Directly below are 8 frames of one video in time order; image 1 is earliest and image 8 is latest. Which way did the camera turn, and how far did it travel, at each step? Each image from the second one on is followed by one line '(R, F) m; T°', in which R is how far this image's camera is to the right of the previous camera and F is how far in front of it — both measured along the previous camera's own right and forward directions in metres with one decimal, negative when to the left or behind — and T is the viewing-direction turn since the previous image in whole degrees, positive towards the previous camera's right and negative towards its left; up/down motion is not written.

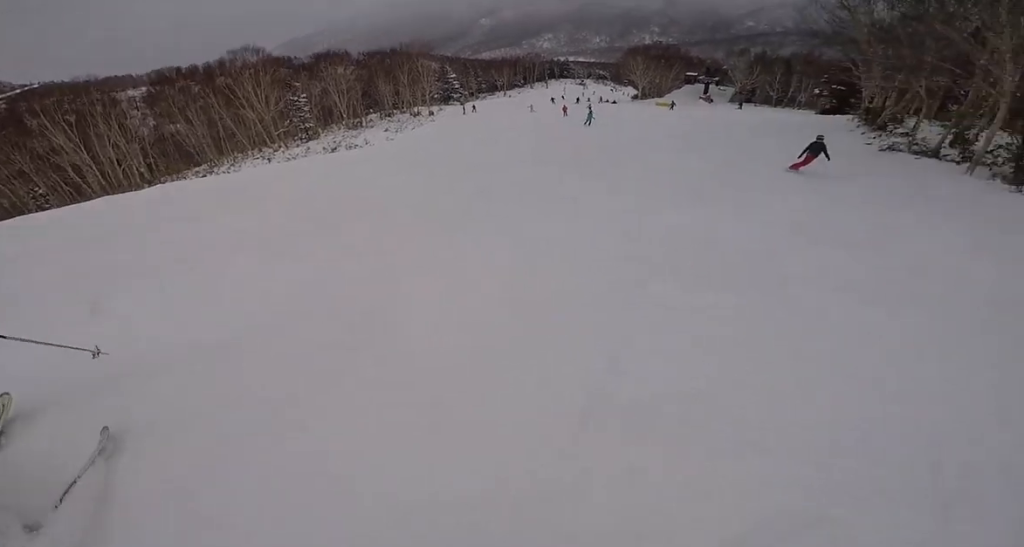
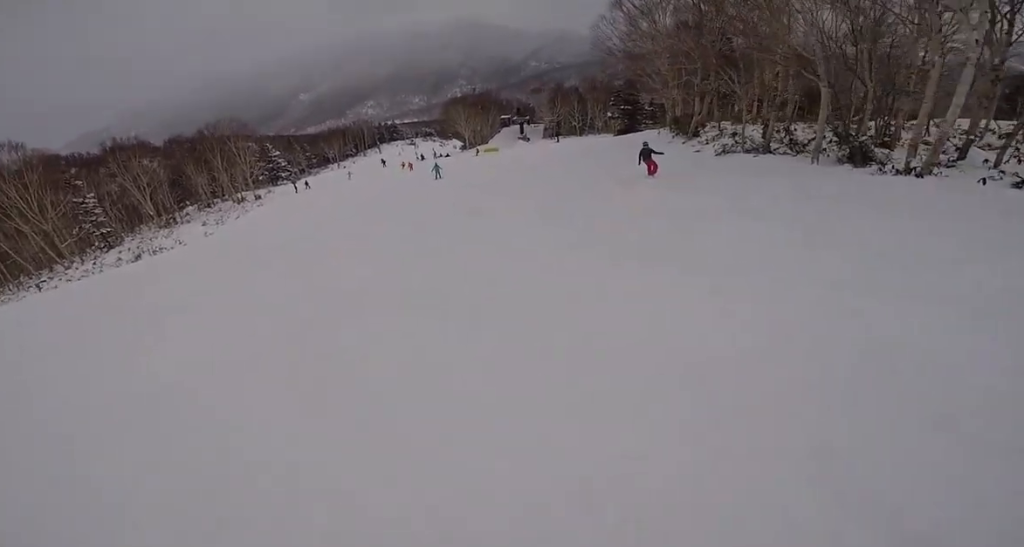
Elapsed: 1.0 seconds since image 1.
(+0.7, +4.1) m; +24°
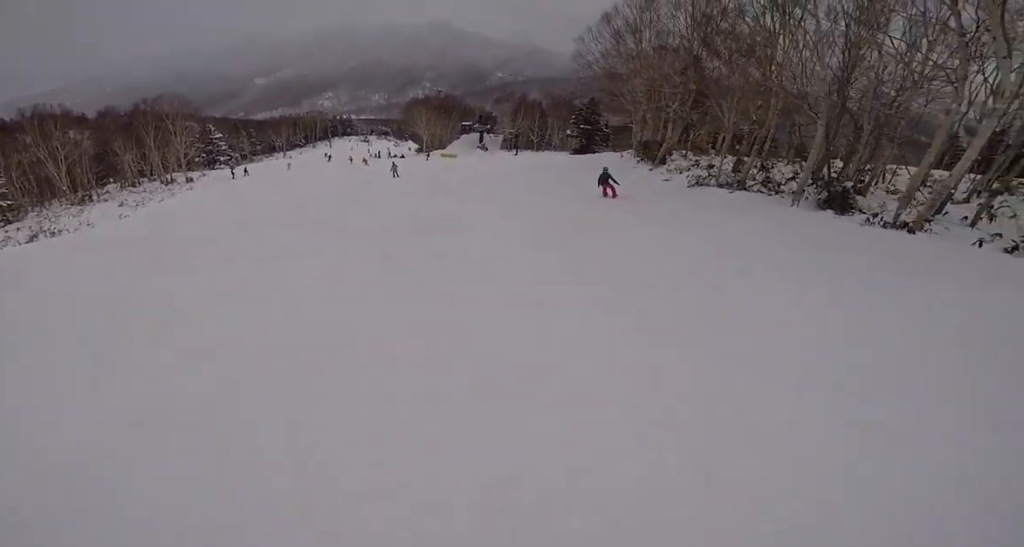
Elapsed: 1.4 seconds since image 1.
(+0.2, +1.7) m; +9°
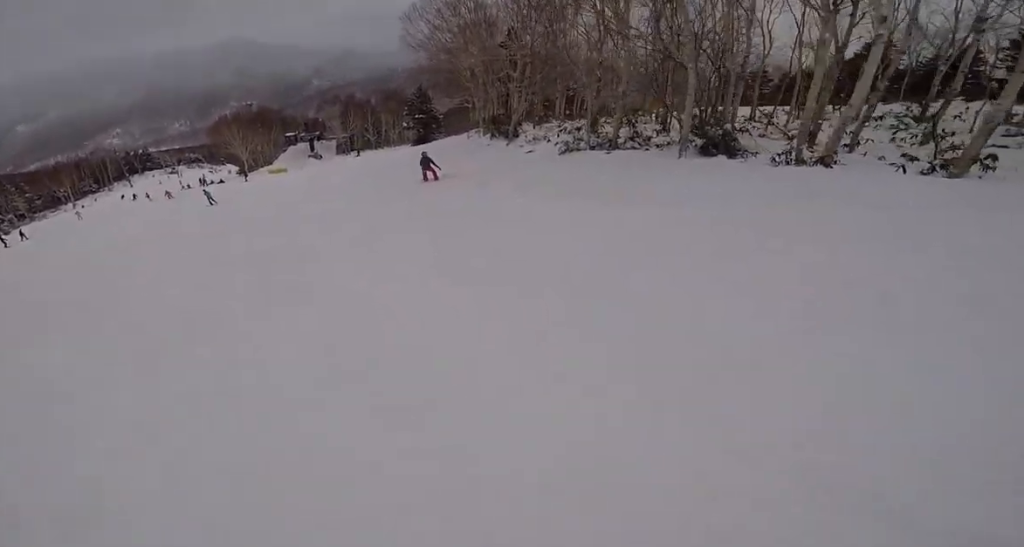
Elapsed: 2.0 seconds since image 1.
(+0.4, +2.8) m; +14°
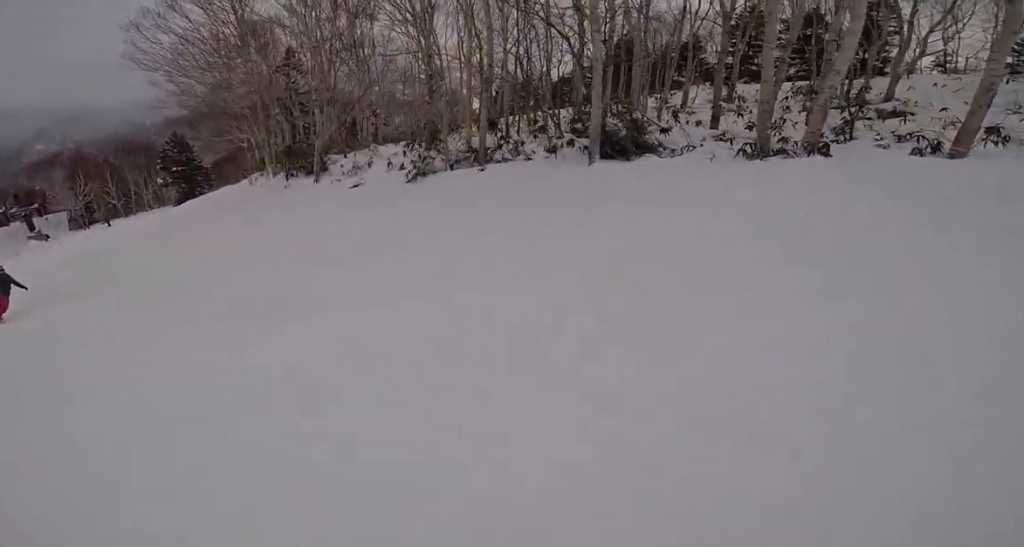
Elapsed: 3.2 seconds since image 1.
(+0.8, +5.1) m; +3°
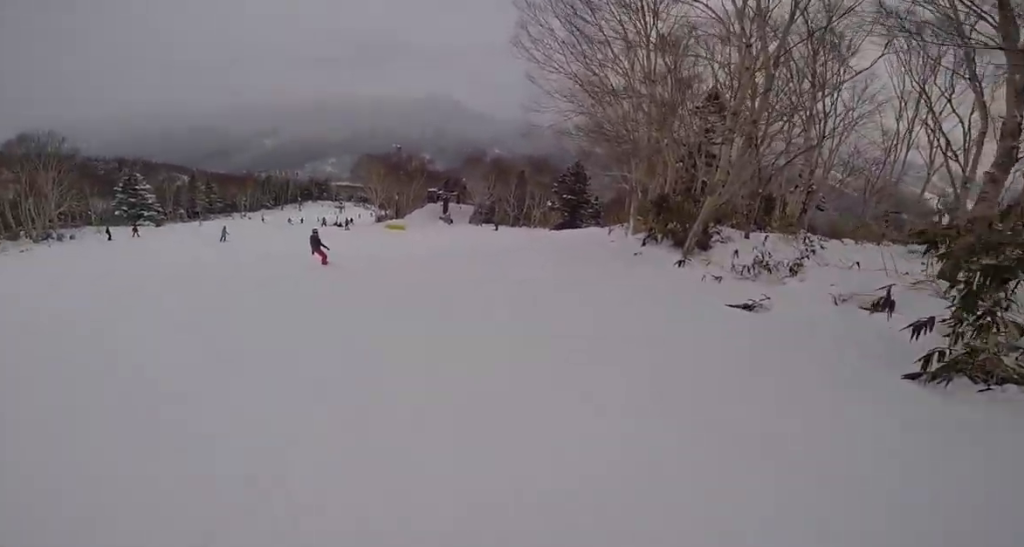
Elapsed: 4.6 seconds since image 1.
(-1.6, +6.4) m; -27°
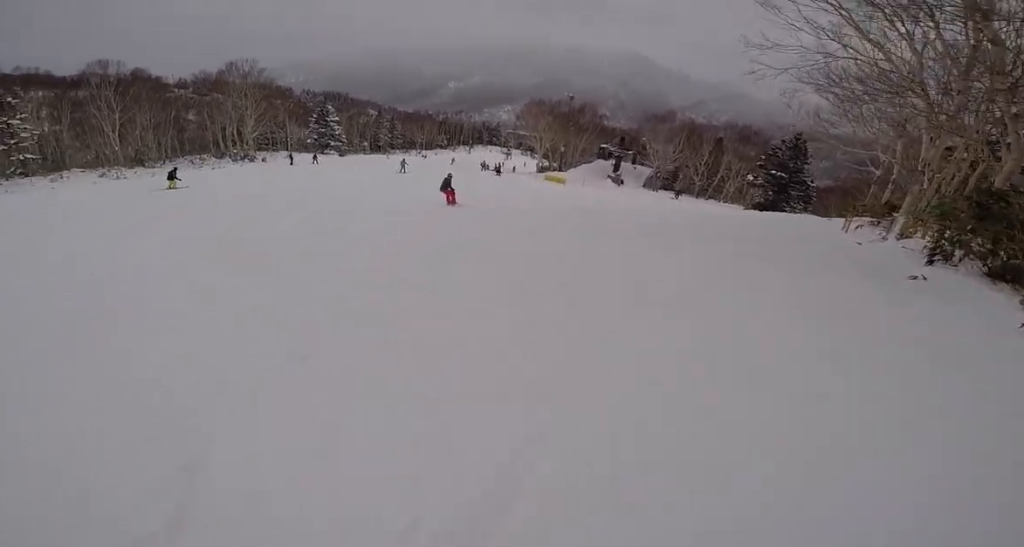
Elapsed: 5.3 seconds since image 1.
(-0.4, +3.2) m; -14°
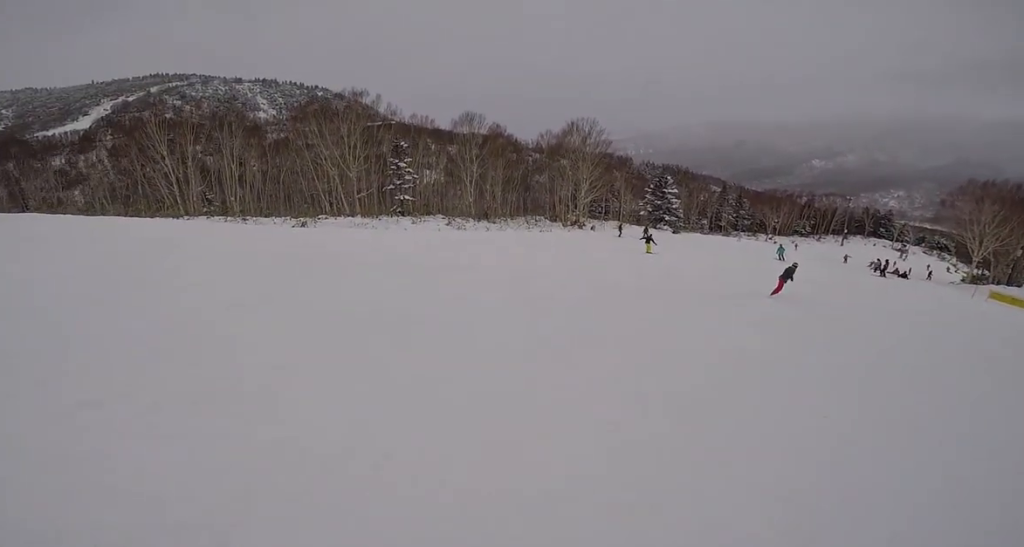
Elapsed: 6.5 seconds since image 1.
(-1.2, +5.7) m; -16°
